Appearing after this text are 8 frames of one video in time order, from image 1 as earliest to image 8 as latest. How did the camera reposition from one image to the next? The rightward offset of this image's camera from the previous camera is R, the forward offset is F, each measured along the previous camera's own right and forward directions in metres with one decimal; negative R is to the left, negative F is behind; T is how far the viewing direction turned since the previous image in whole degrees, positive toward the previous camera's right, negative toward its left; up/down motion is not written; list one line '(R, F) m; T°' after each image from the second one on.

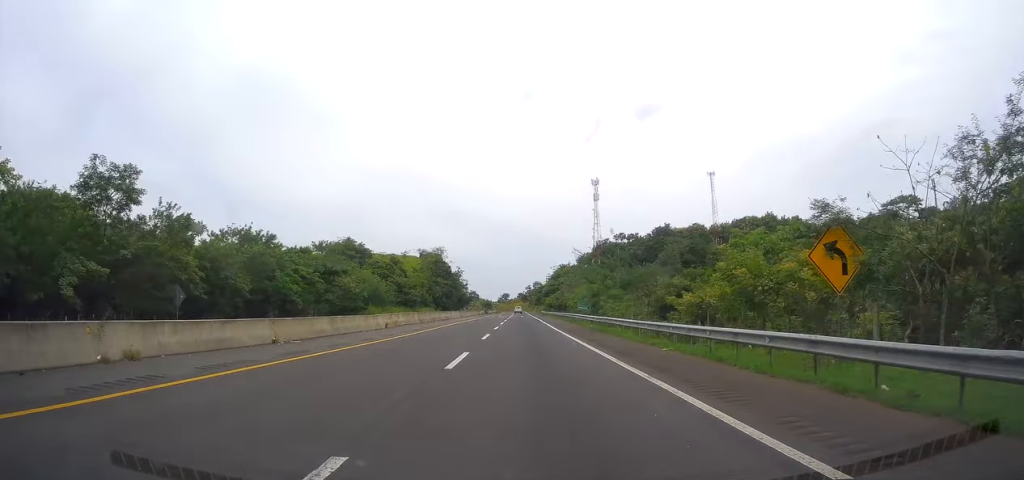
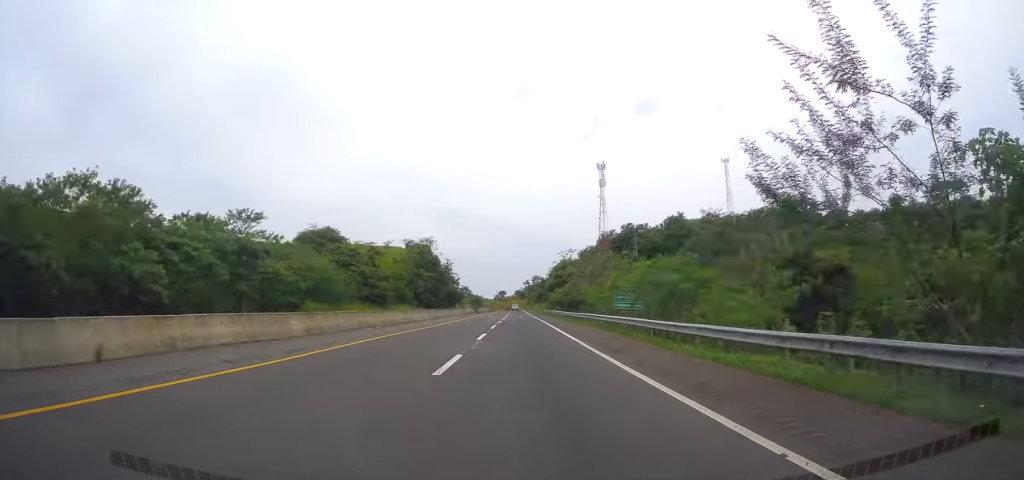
(+0.4, +25.6) m; 0°
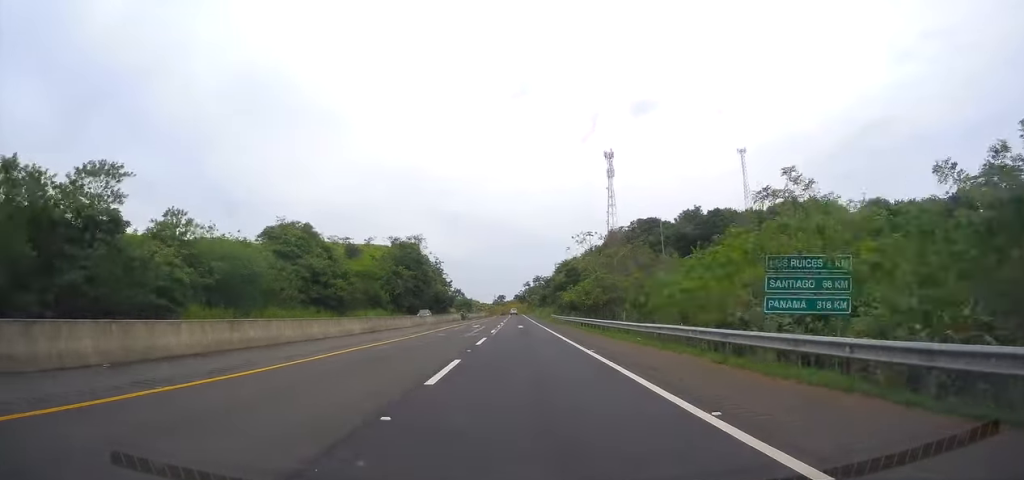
(-0.2, +24.1) m; 0°
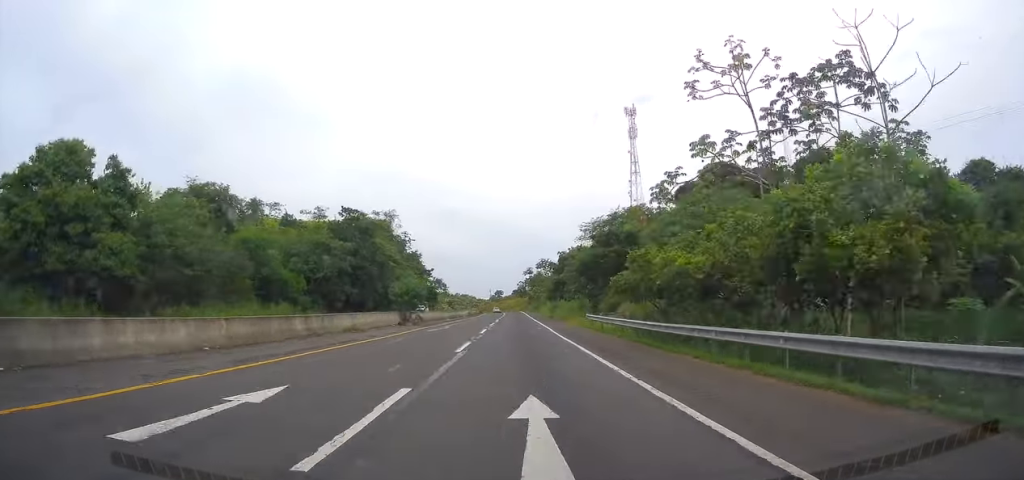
(+0.2, +43.9) m; +1°
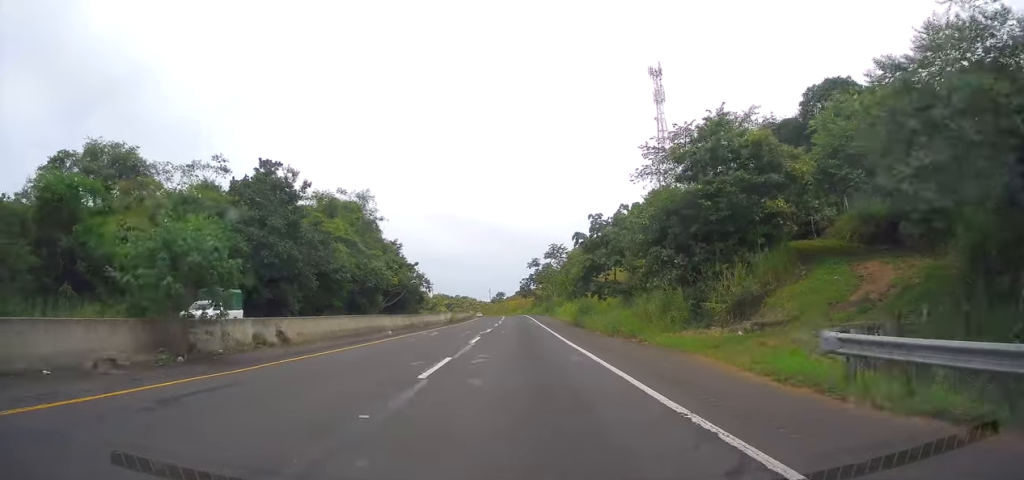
(-0.1, +31.0) m; -1°
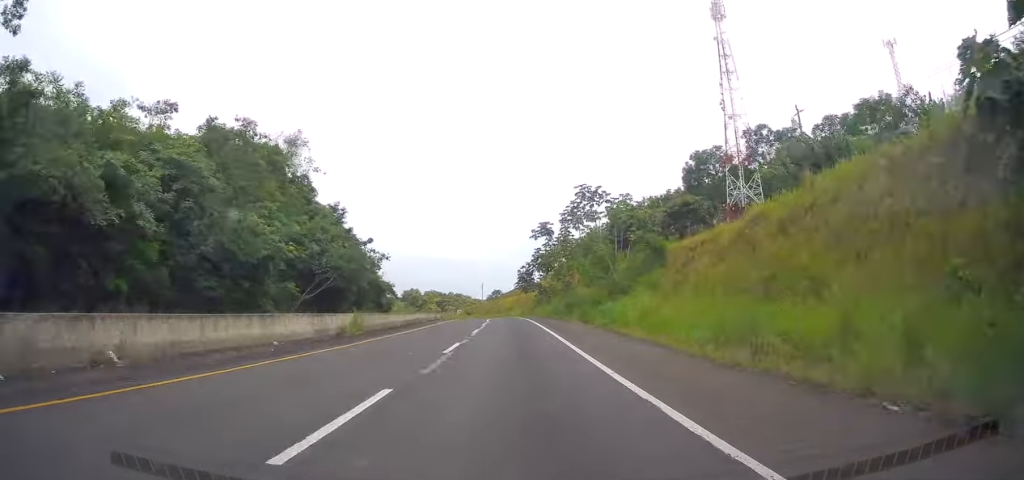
(-0.3, +42.8) m; 0°
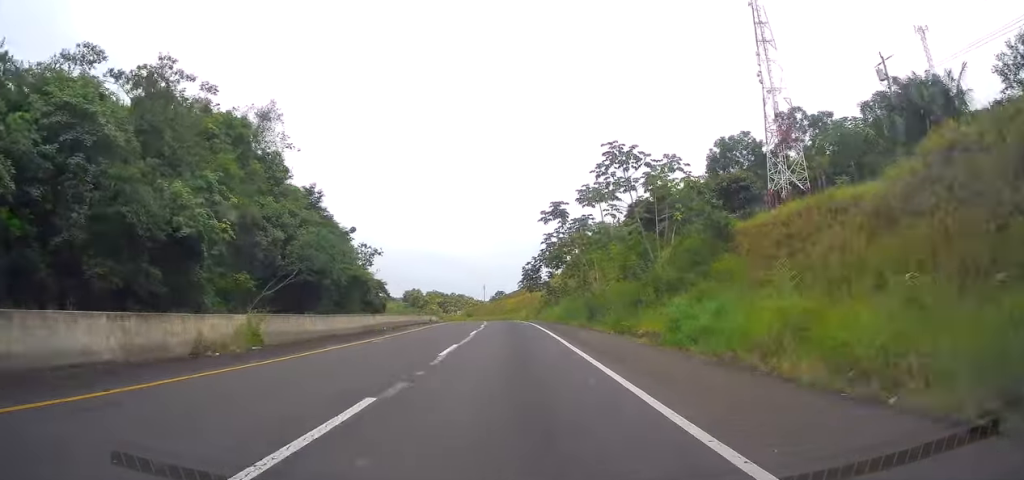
(+0.3, +13.4) m; 0°
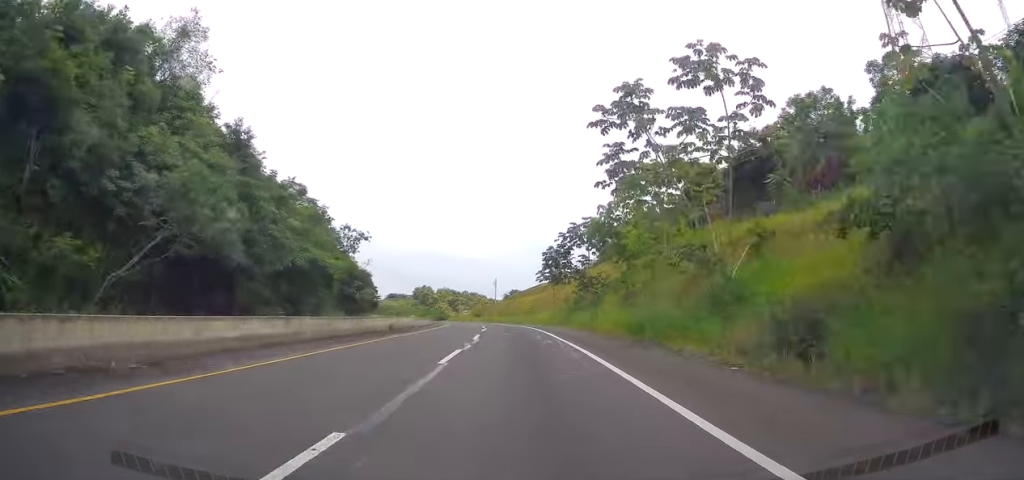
(-0.7, +26.5) m; 0°
